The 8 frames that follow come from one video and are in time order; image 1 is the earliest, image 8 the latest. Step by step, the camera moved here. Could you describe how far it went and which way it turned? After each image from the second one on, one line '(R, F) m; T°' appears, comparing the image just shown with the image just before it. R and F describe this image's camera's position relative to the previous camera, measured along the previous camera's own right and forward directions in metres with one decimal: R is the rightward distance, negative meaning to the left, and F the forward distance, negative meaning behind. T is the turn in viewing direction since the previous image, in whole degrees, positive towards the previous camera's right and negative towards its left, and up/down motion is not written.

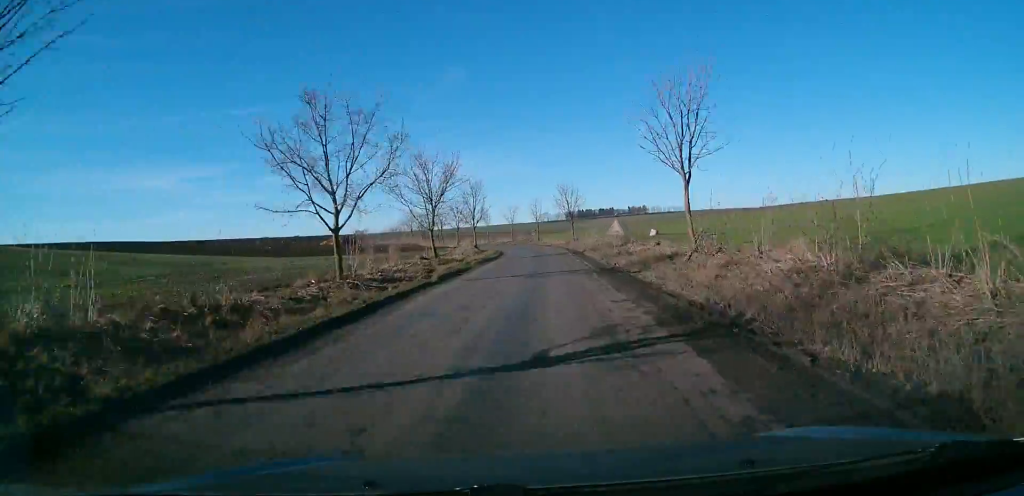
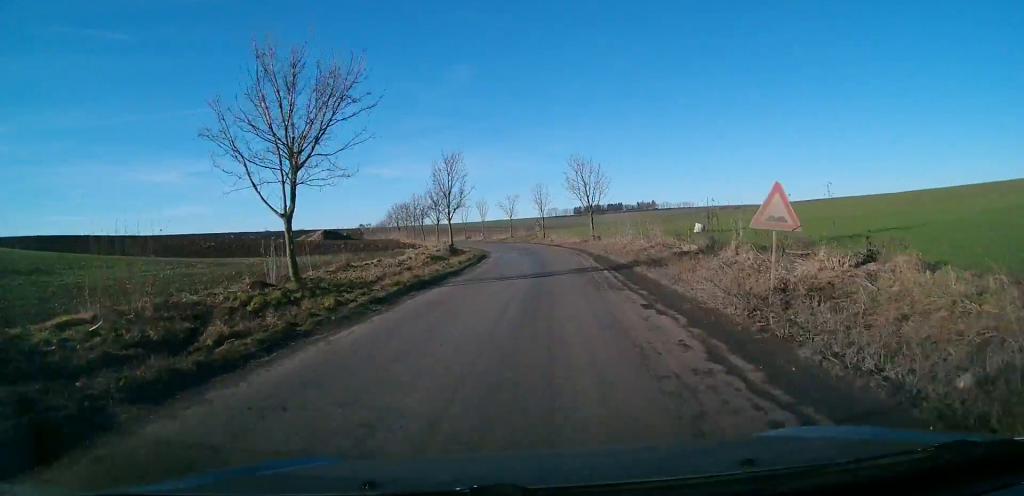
(-0.1, +21.5) m; -1°
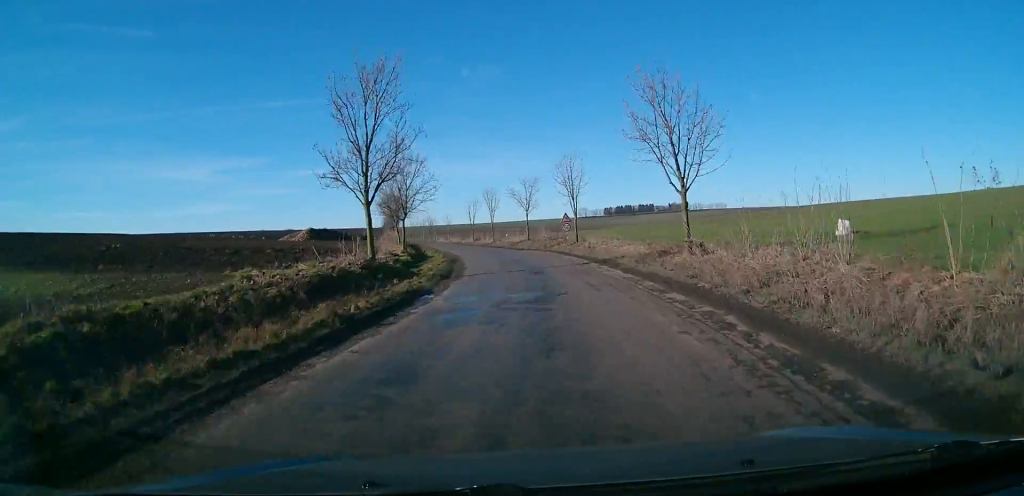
(-0.4, +26.8) m; -4°
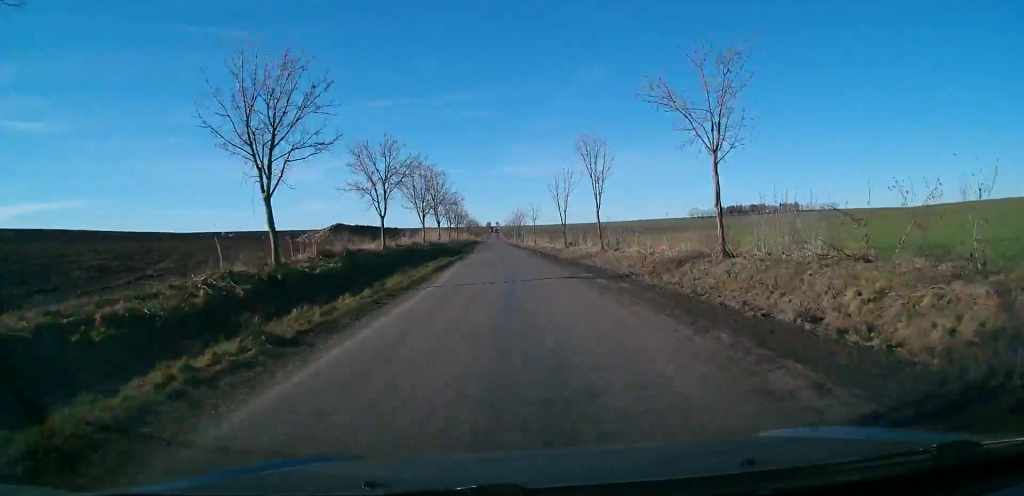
(-2.8, +41.4) m; -8°
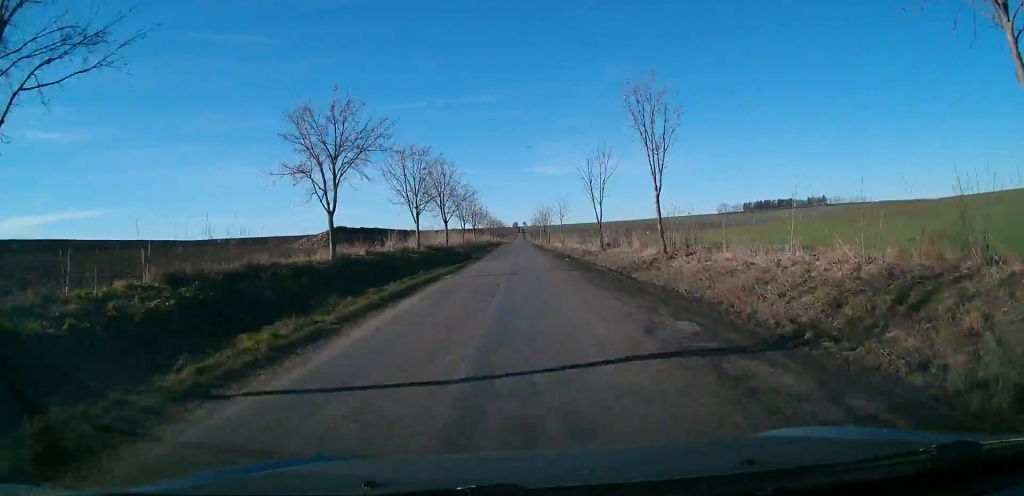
(-0.1, +11.3) m; -3°
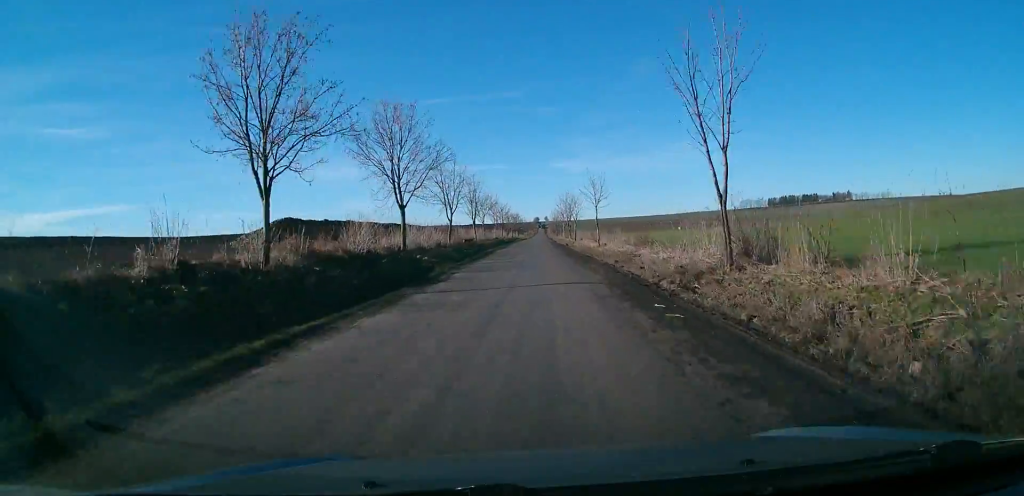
(-1.2, +23.3) m; -2°
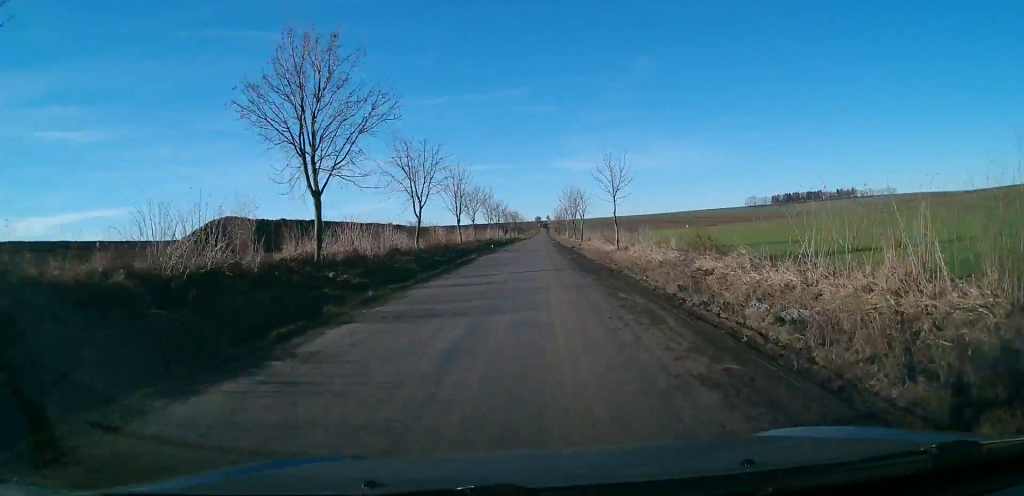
(+0.2, +10.9) m; 0°
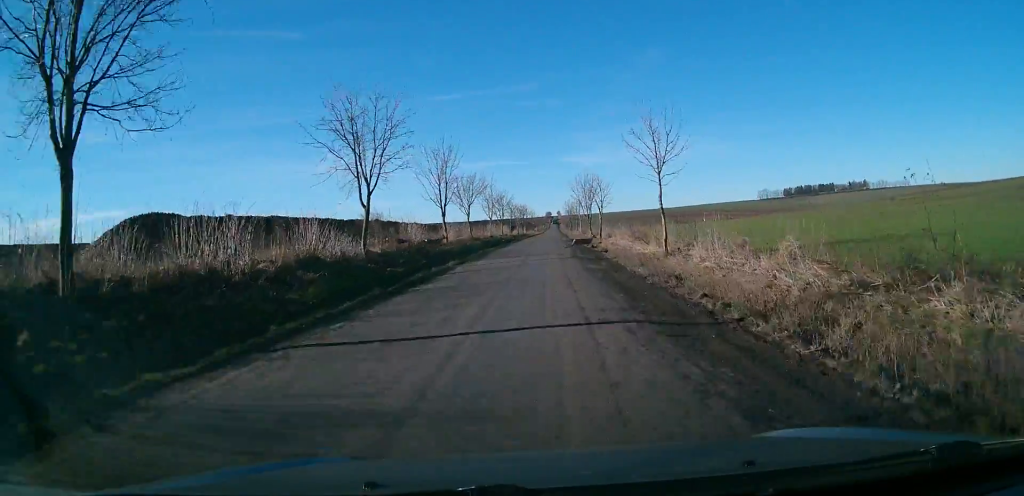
(+0.2, +11.1) m; 0°
